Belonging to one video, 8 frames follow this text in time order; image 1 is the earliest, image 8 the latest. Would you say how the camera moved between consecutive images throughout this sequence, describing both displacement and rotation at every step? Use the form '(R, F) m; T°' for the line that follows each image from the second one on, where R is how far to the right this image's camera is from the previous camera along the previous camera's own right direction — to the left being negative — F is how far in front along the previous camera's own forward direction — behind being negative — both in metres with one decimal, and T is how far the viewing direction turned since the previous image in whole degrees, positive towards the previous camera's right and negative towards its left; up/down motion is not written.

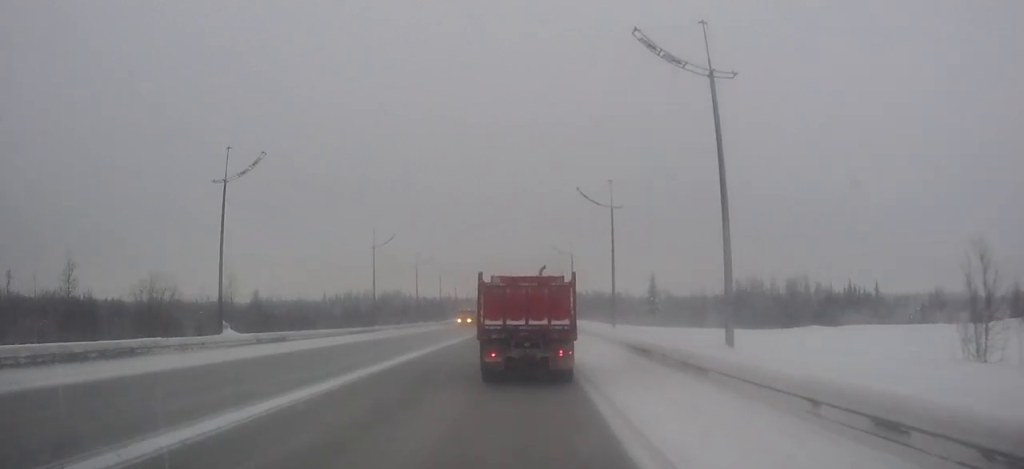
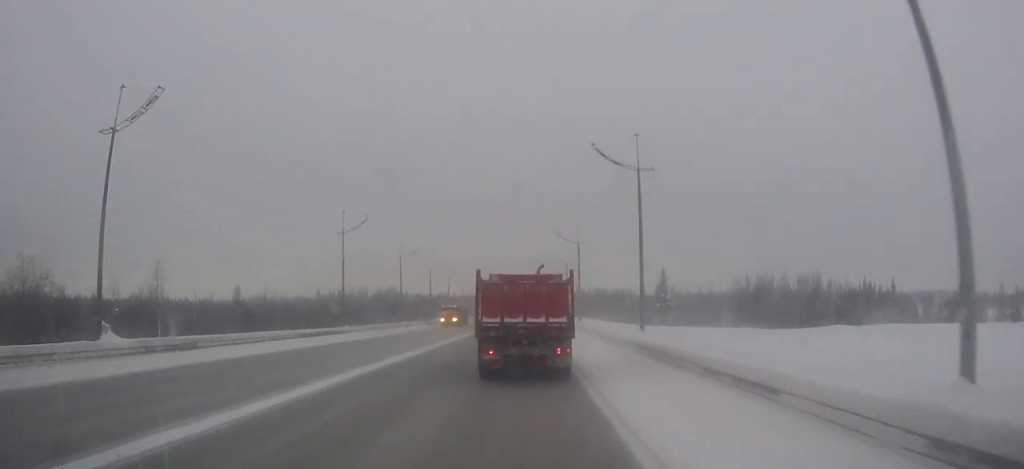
(0.0, +11.0) m; 0°
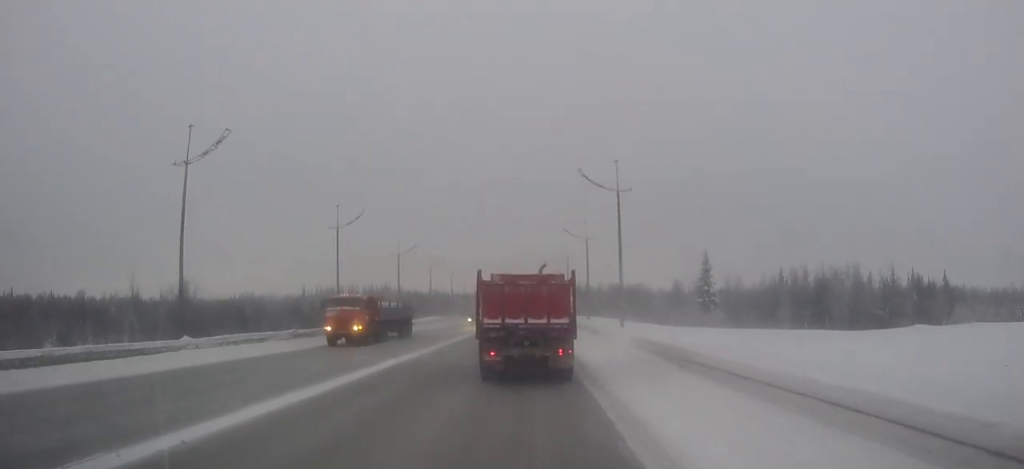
(0.0, +27.8) m; 0°
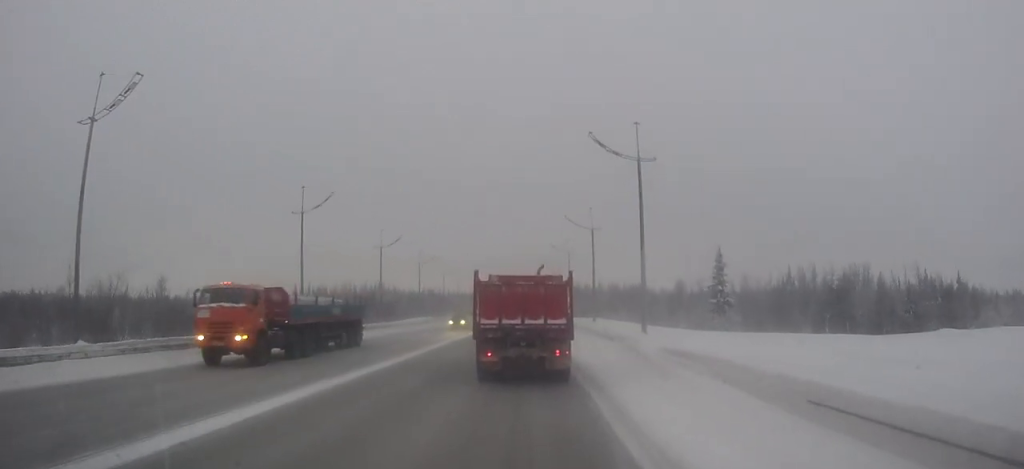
(0.0, +8.1) m; 0°
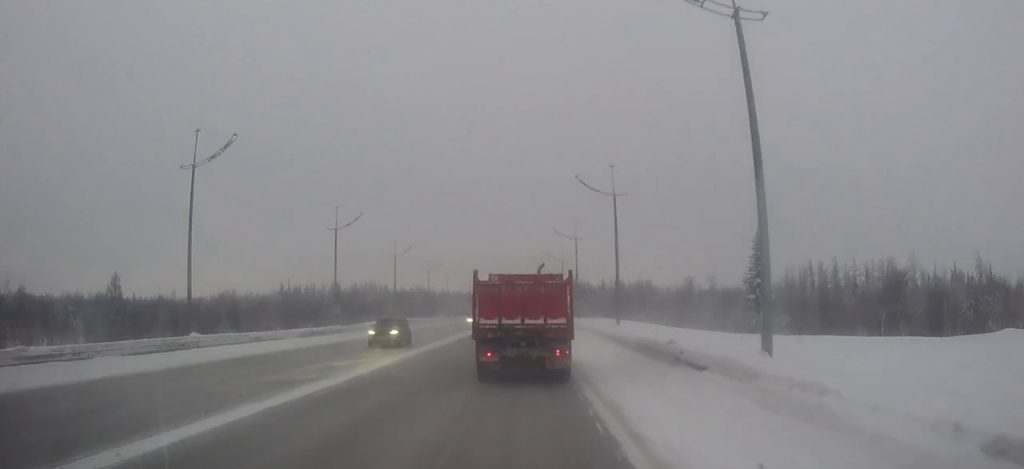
(0.0, +15.8) m; 0°
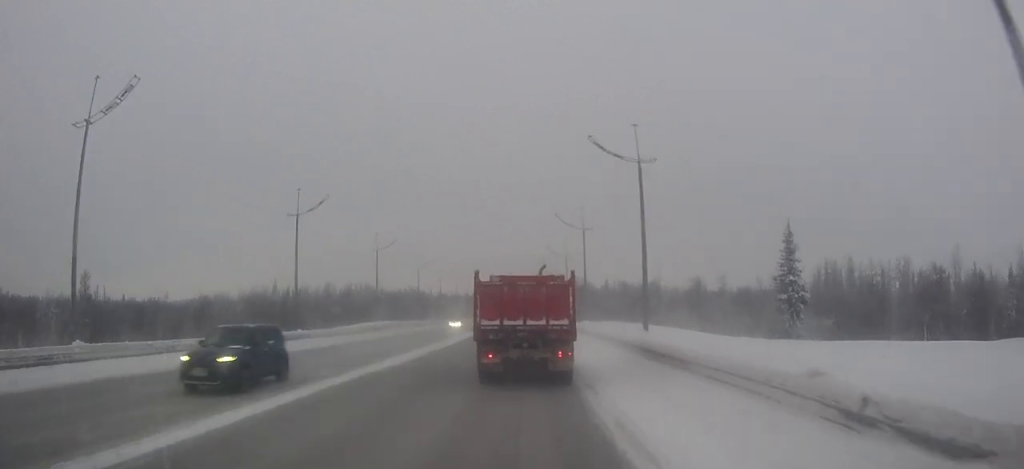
(0.0, +9.2) m; 0°
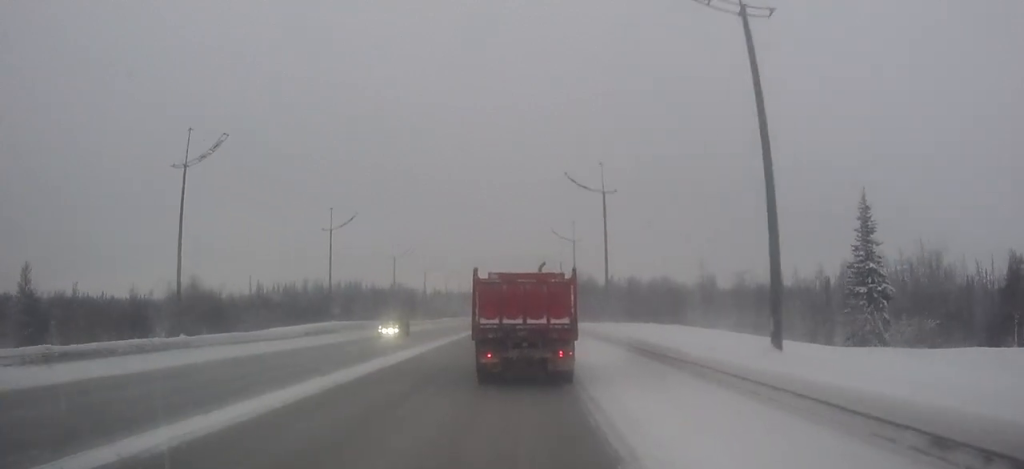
(0.0, +16.0) m; 0°
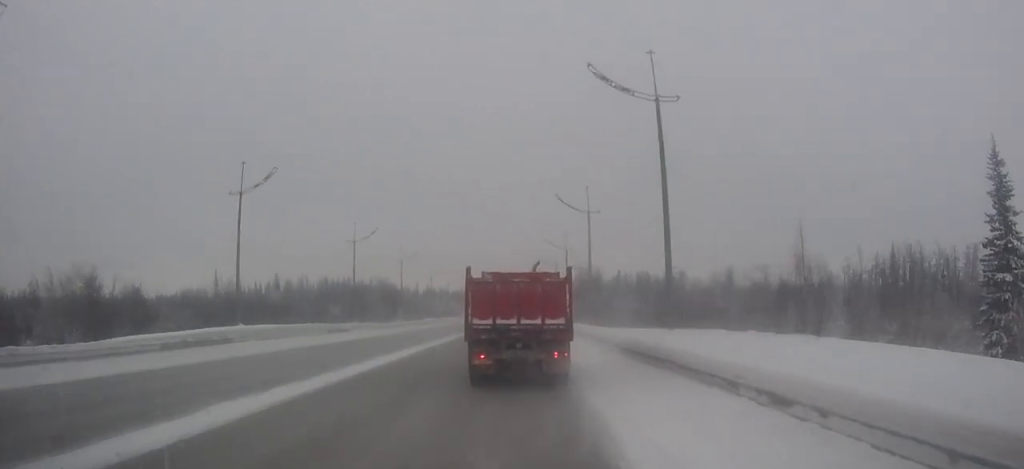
(0.0, +17.7) m; -1°
